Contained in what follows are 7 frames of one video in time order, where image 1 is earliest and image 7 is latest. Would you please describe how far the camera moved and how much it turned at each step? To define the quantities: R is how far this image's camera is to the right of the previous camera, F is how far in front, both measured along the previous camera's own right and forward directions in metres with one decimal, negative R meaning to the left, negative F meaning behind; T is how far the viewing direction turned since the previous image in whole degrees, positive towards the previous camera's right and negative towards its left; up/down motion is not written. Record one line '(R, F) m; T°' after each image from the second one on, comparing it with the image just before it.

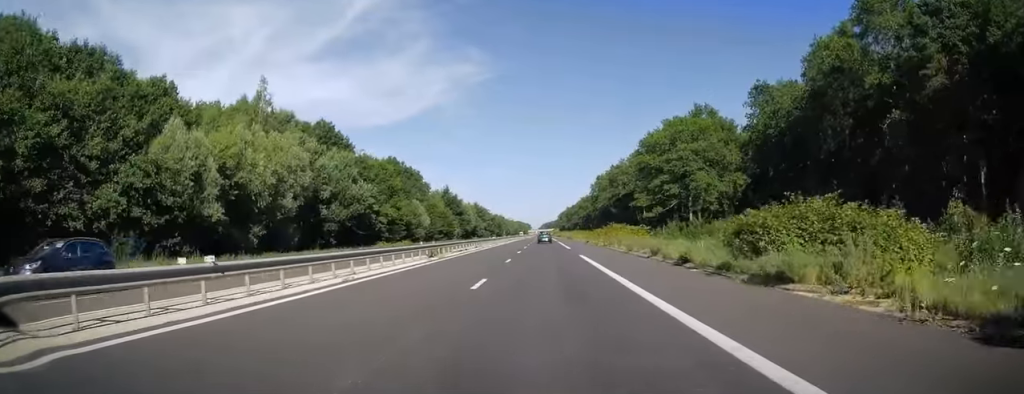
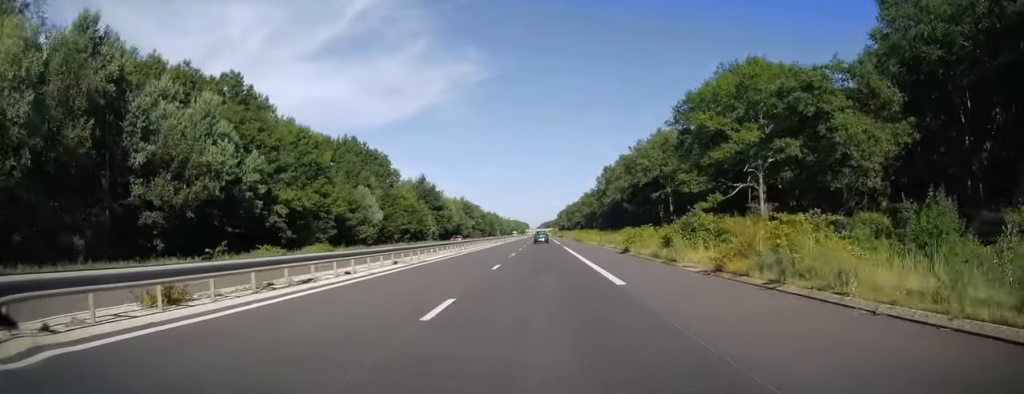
(+0.3, +31.4) m; +1°
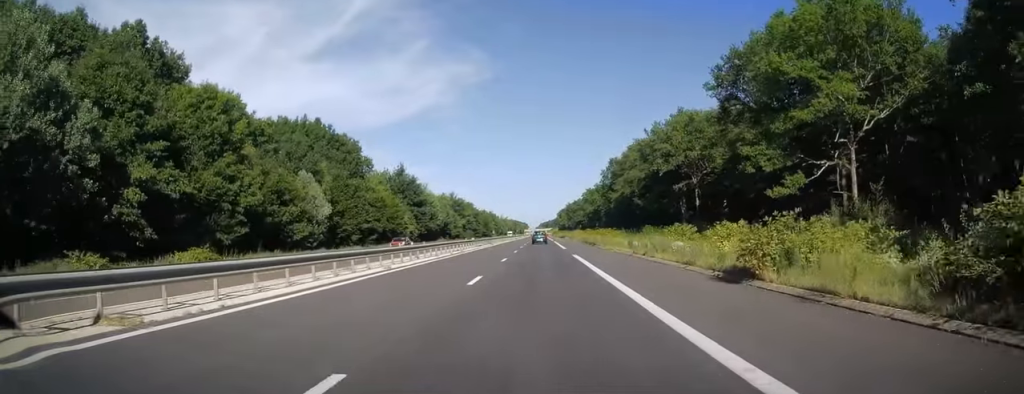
(0.0, +19.6) m; 0°
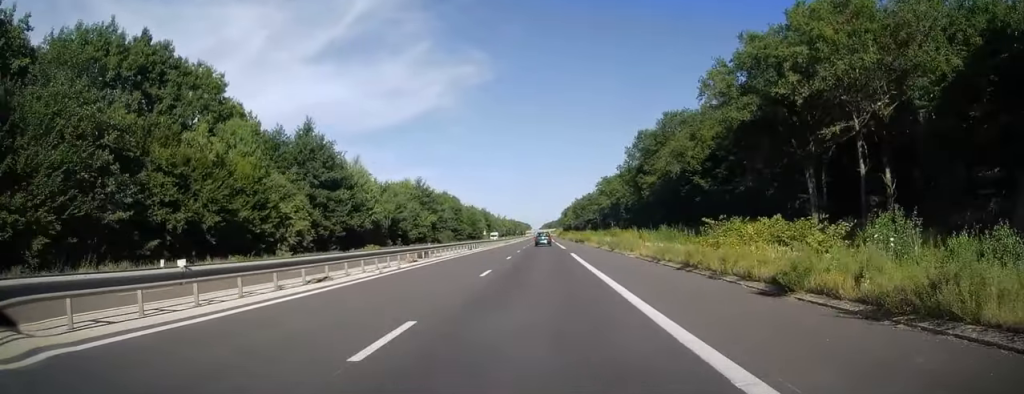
(0.0, +48.6) m; 0°
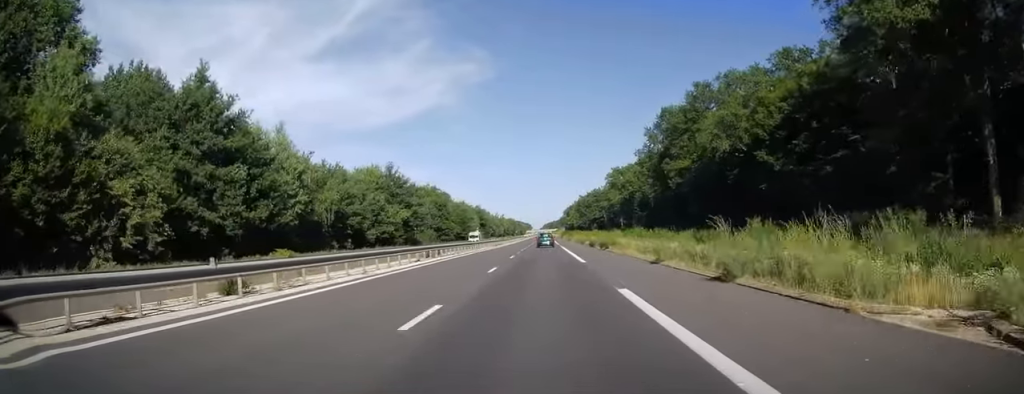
(0.0, +24.1) m; 0°
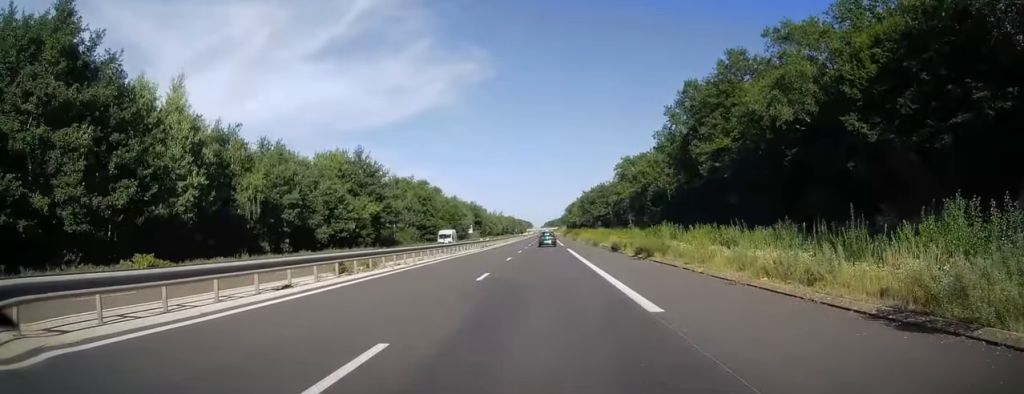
(0.0, +17.2) m; 0°
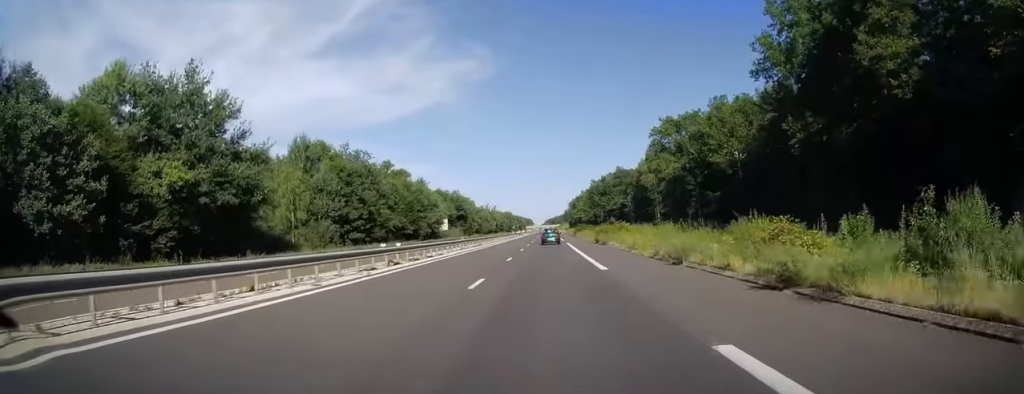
(0.0, +42.2) m; -1°
